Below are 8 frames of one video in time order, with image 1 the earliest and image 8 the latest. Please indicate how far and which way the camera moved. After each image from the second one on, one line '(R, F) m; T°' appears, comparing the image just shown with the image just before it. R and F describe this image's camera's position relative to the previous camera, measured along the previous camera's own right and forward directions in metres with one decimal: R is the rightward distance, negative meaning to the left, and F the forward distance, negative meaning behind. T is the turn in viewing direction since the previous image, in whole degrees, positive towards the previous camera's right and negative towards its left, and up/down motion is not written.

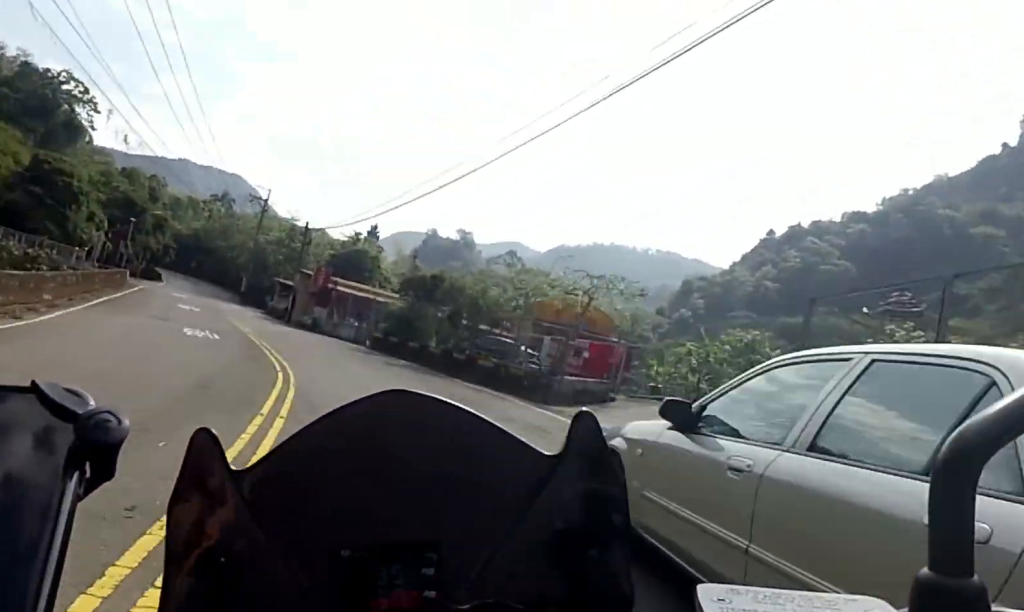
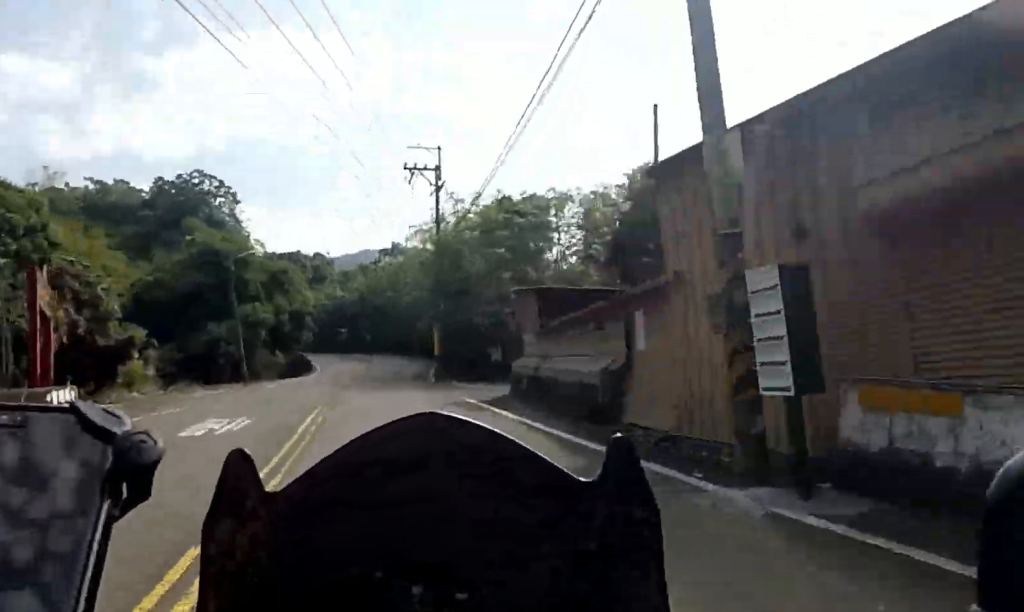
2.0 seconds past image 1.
(-2.7, +31.9) m; -8°
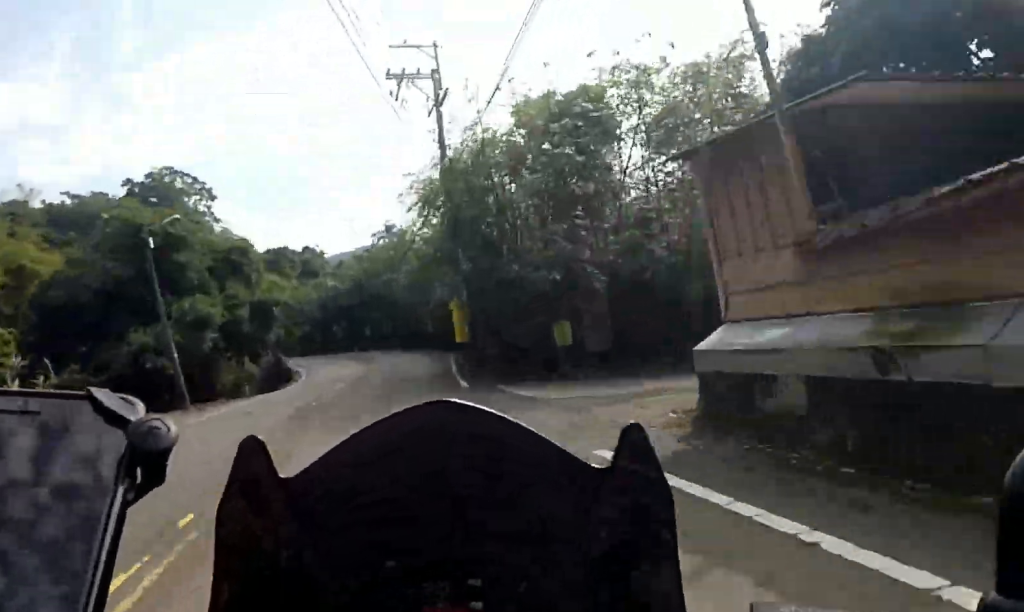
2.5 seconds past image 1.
(0.0, +9.1) m; 0°
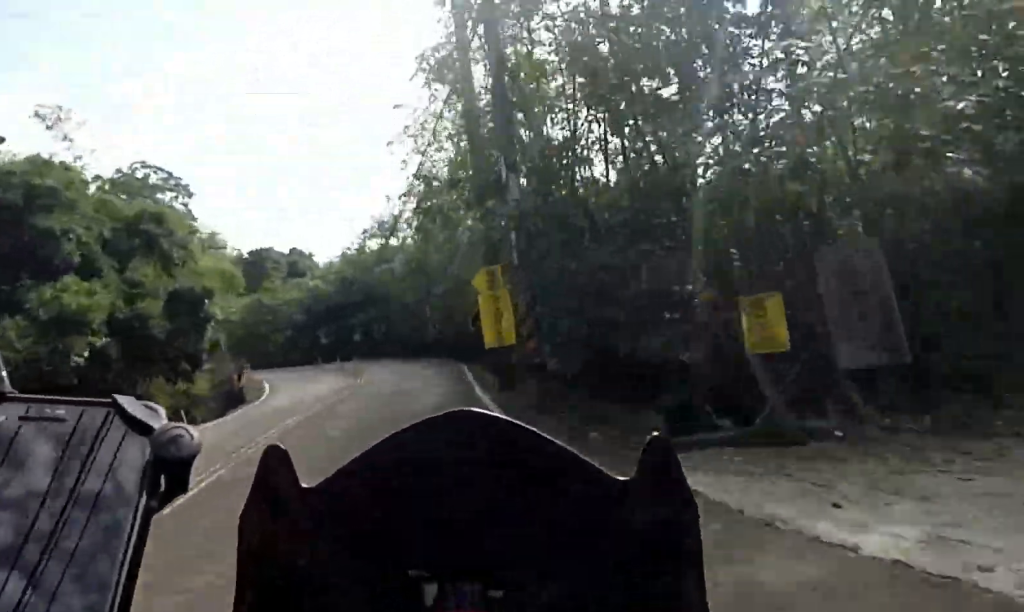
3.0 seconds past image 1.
(0.0, +8.3) m; -1°
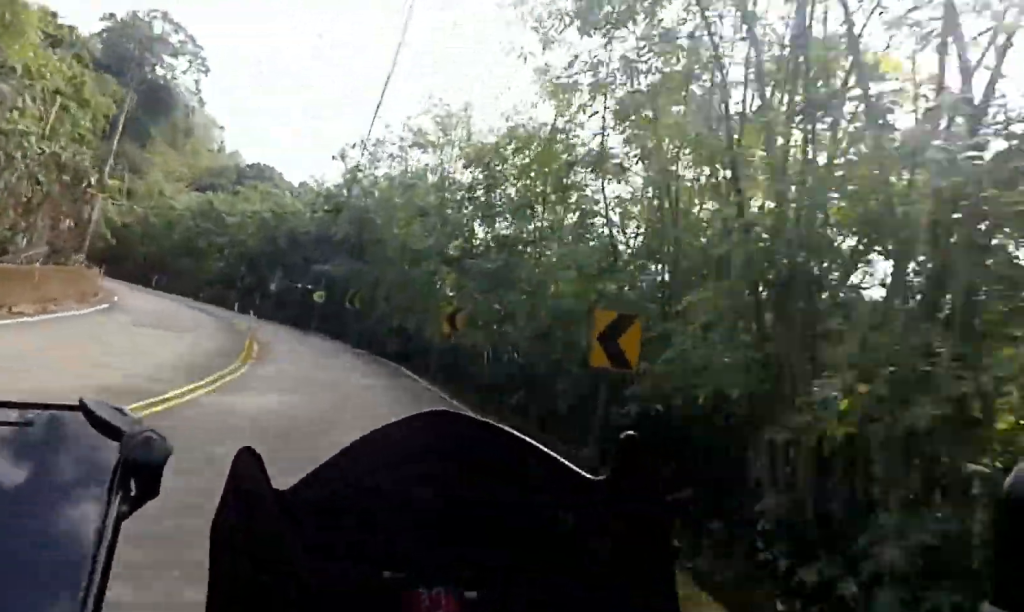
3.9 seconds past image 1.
(-0.2, +16.6) m; -8°
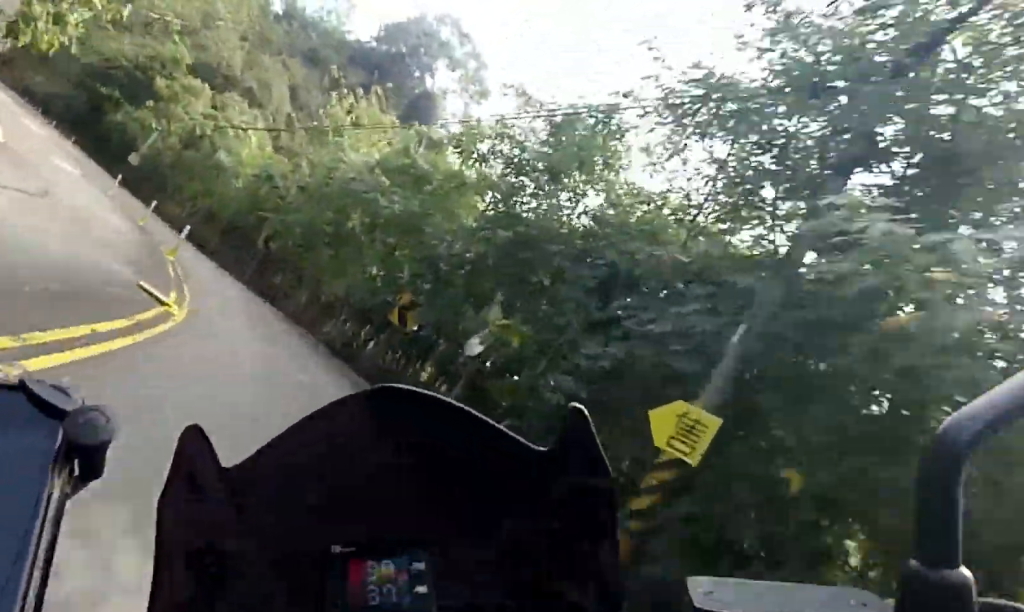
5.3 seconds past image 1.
(-3.5, +25.8) m; -16°
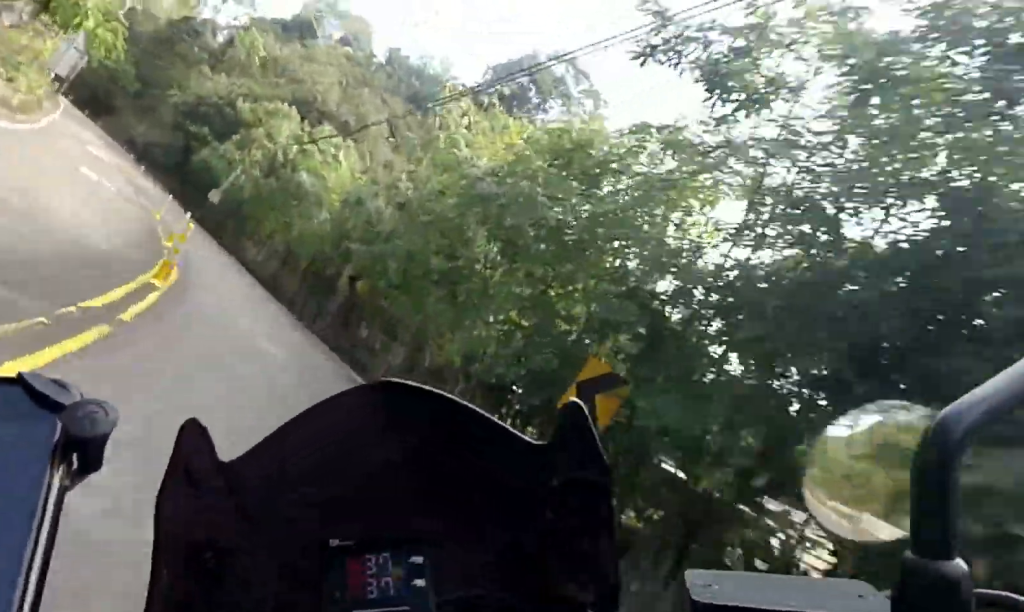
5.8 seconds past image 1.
(+0.9, +7.6) m; -6°
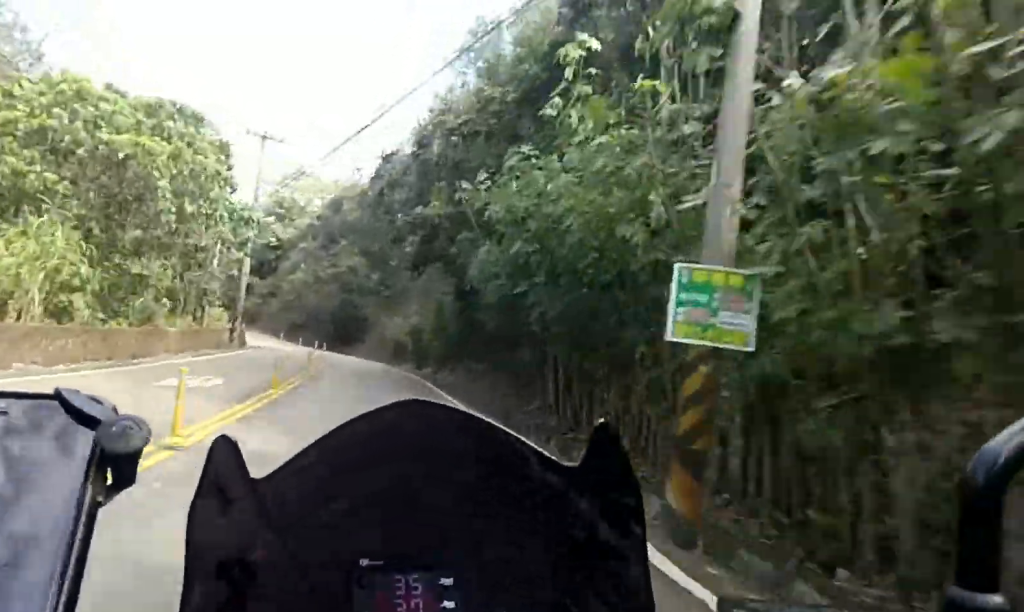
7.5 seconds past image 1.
(-13.7, +30.0) m; -40°
